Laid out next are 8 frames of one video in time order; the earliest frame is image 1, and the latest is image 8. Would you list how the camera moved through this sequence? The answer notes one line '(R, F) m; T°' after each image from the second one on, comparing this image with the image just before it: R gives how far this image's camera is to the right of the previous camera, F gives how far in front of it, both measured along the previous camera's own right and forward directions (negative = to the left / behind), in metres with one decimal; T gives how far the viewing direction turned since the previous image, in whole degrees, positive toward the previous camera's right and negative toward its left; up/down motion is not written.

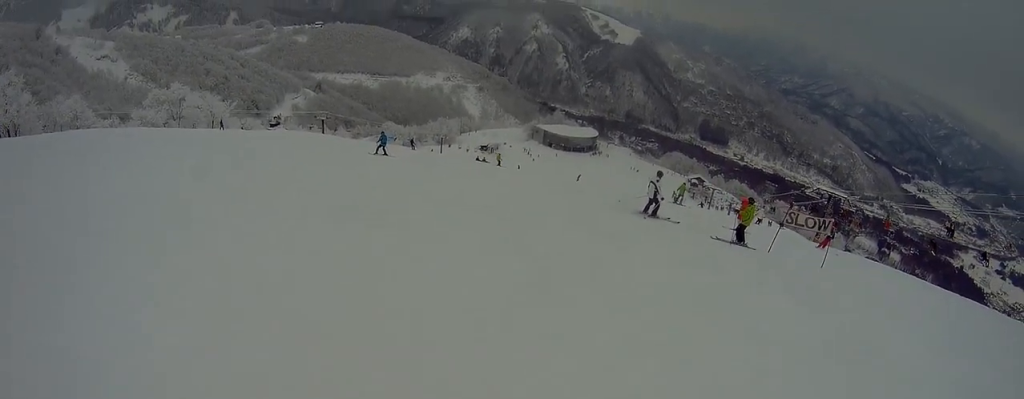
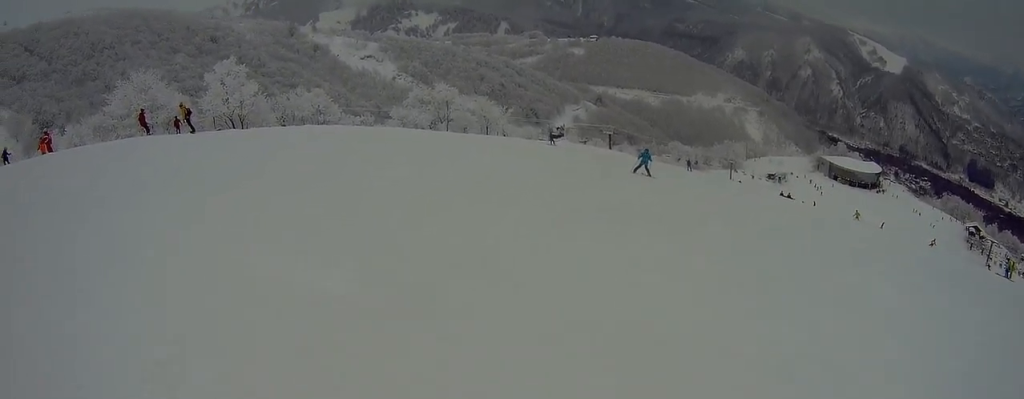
(-3.5, +7.5) m; -32°
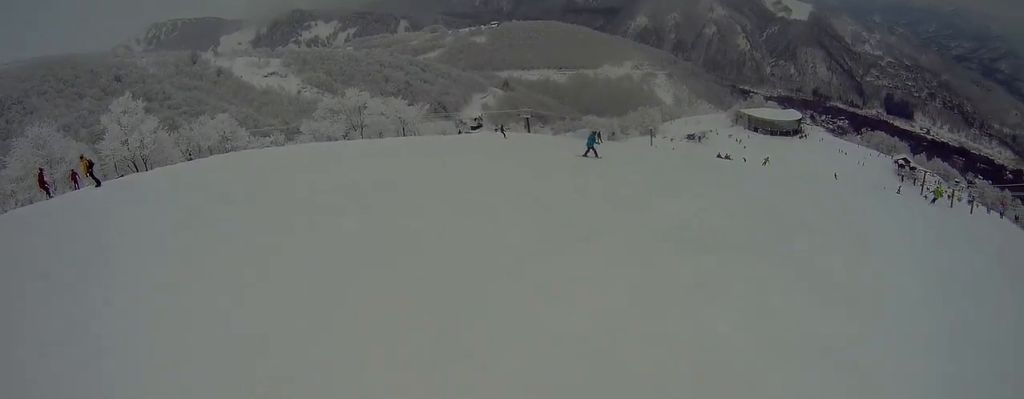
(+1.4, +5.3) m; +39°
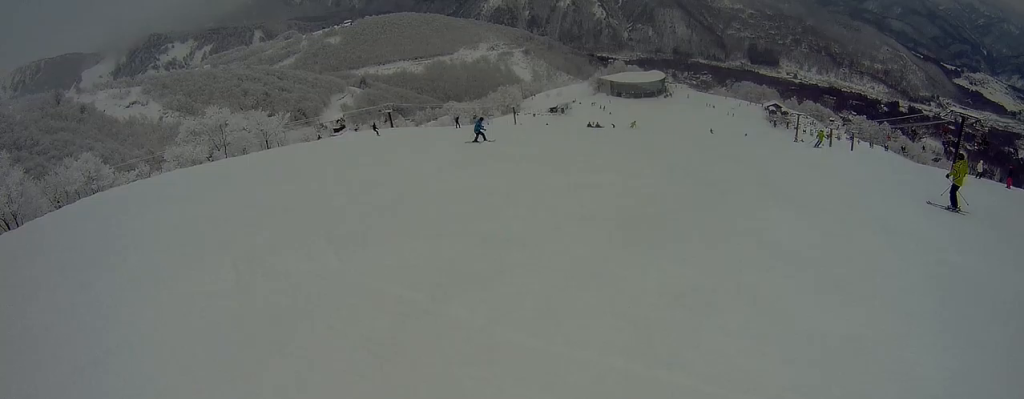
(+0.6, +2.1) m; +18°
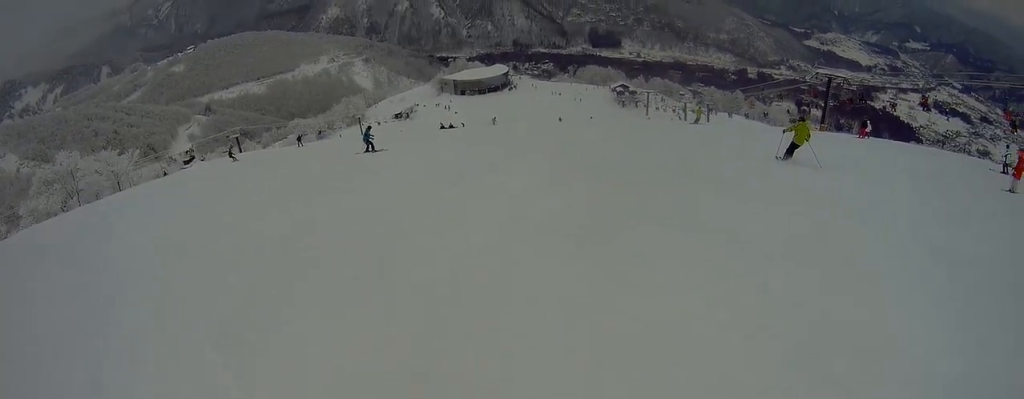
(+0.6, +2.9) m; +22°
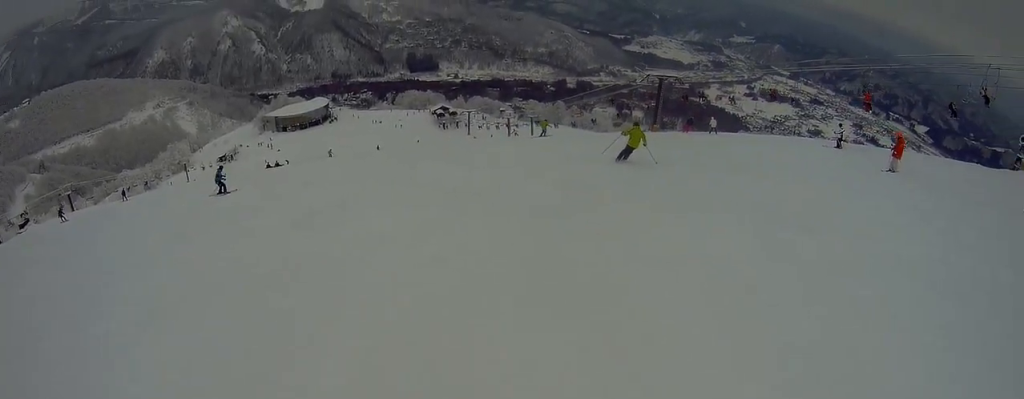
(-0.2, +2.1) m; +14°
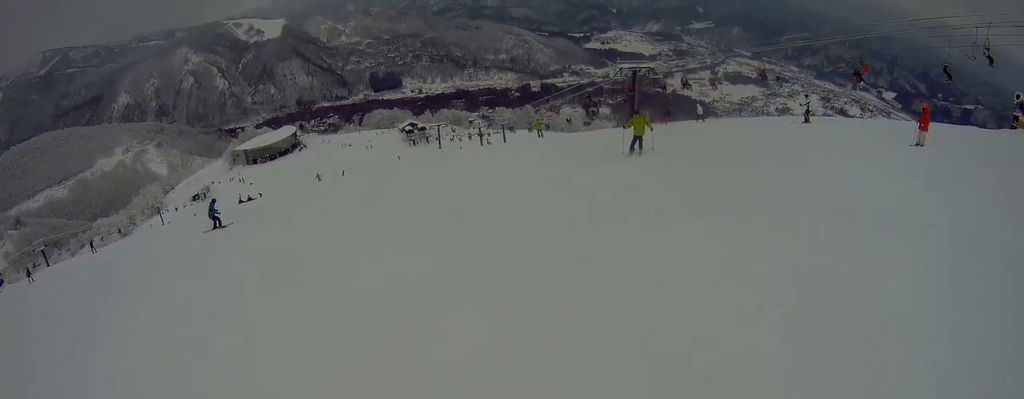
(+0.7, +2.5) m; +12°
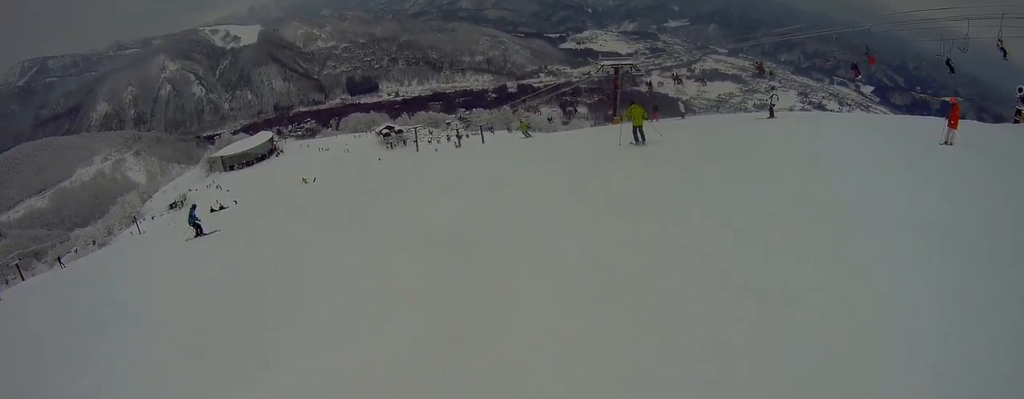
(+0.5, +2.4) m; +9°
